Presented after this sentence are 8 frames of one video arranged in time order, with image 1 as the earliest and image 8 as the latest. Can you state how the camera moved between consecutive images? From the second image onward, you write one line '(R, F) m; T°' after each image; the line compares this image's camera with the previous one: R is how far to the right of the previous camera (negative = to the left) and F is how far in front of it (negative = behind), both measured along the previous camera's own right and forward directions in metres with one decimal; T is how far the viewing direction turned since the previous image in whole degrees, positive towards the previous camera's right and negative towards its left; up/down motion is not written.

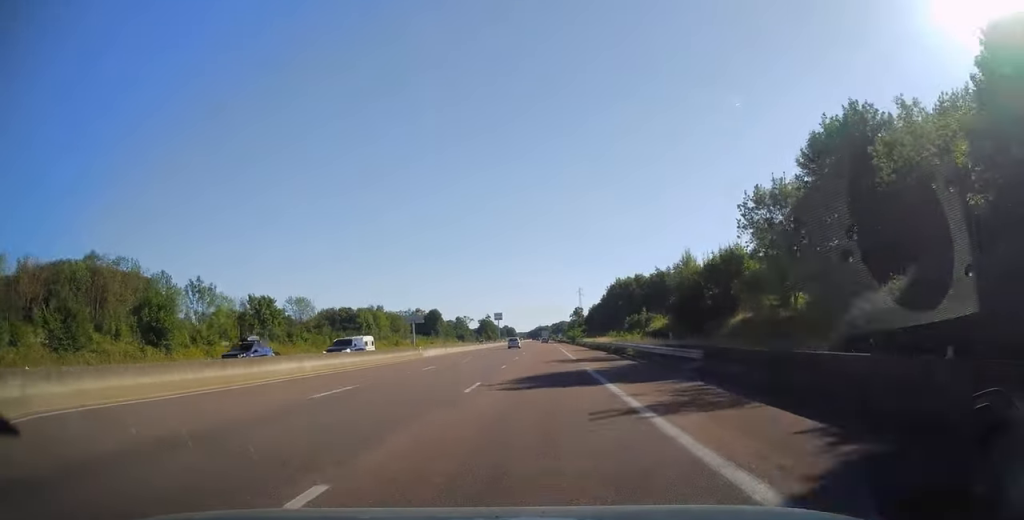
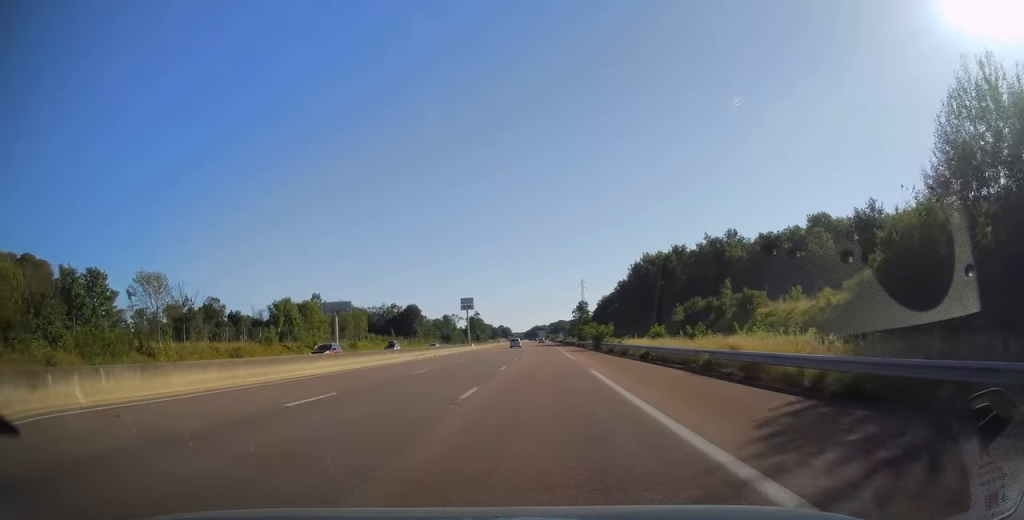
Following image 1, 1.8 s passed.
(+0.4, +53.3) m; 0°
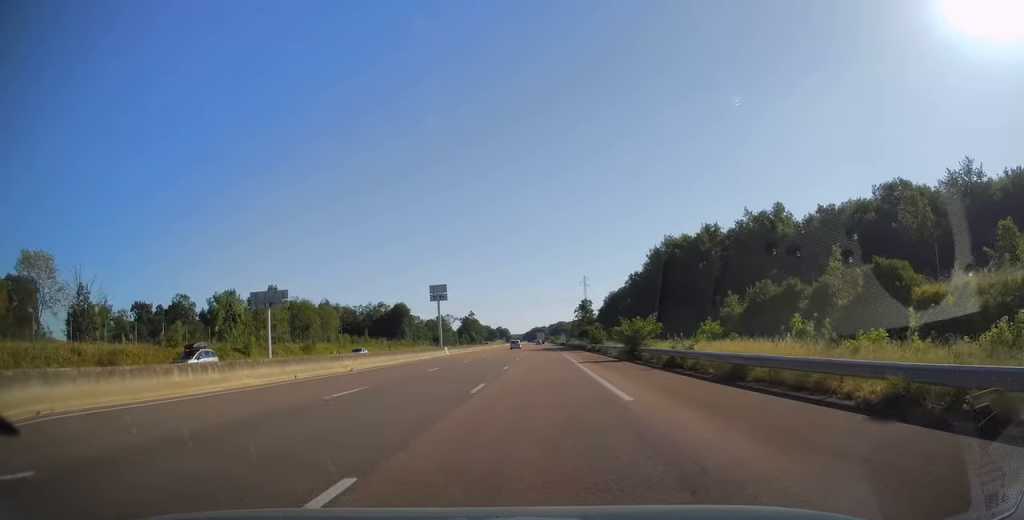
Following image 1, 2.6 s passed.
(0.0, +23.7) m; 0°
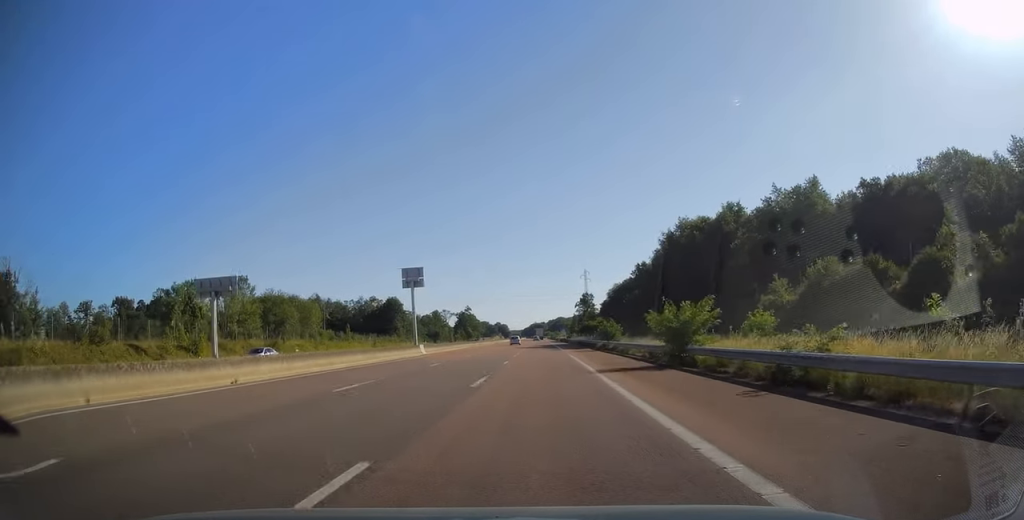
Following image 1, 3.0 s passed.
(0.0, +12.3) m; 0°
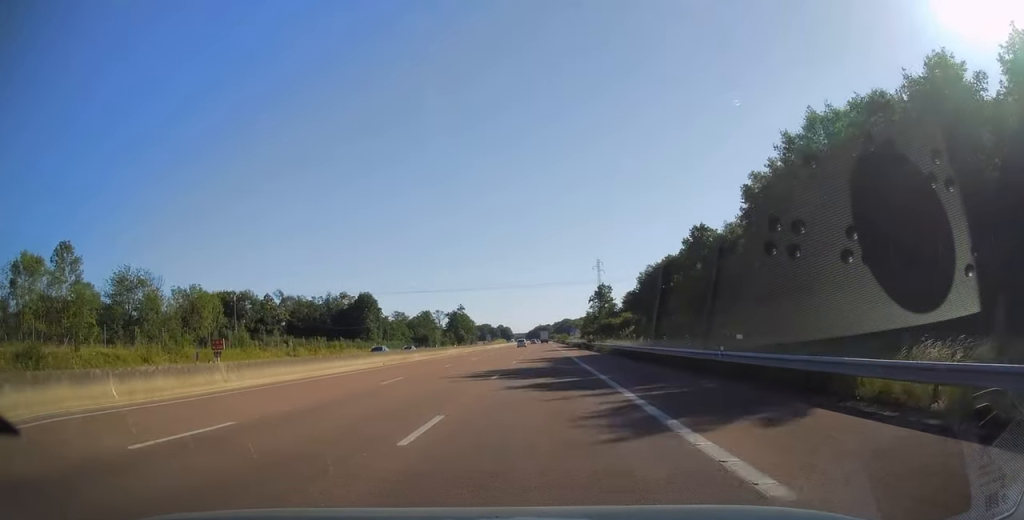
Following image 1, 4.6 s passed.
(-0.1, +47.3) m; 0°
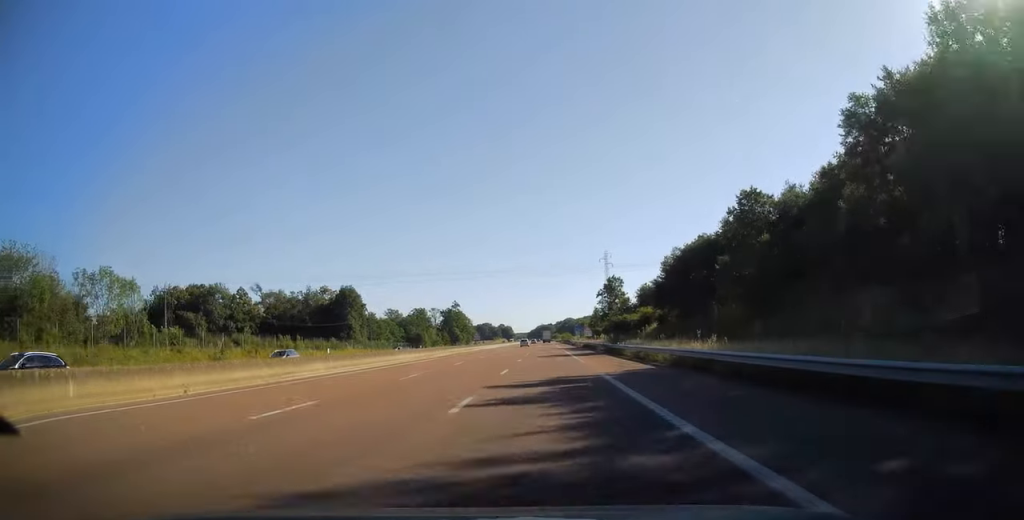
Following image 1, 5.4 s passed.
(+0.1, +22.2) m; 0°
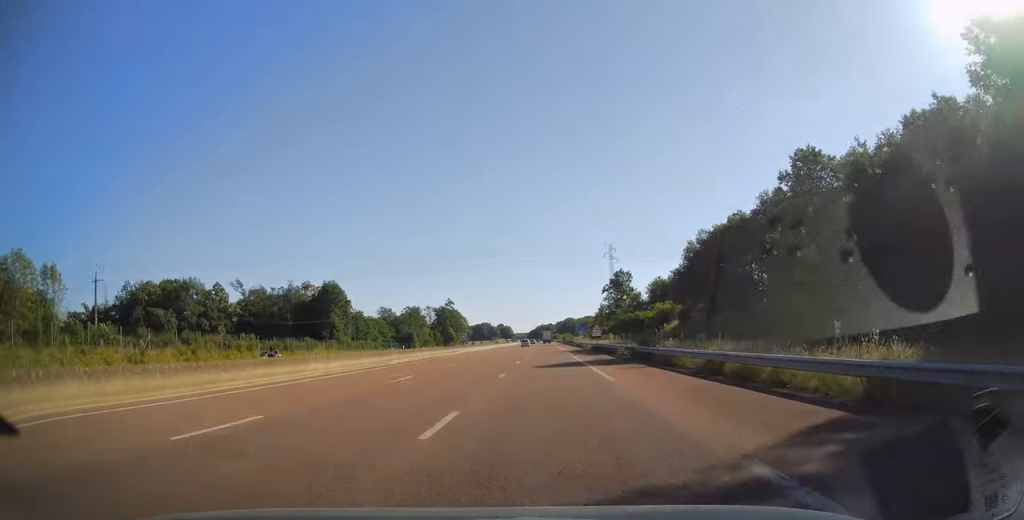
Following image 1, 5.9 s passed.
(0.0, +15.8) m; 0°
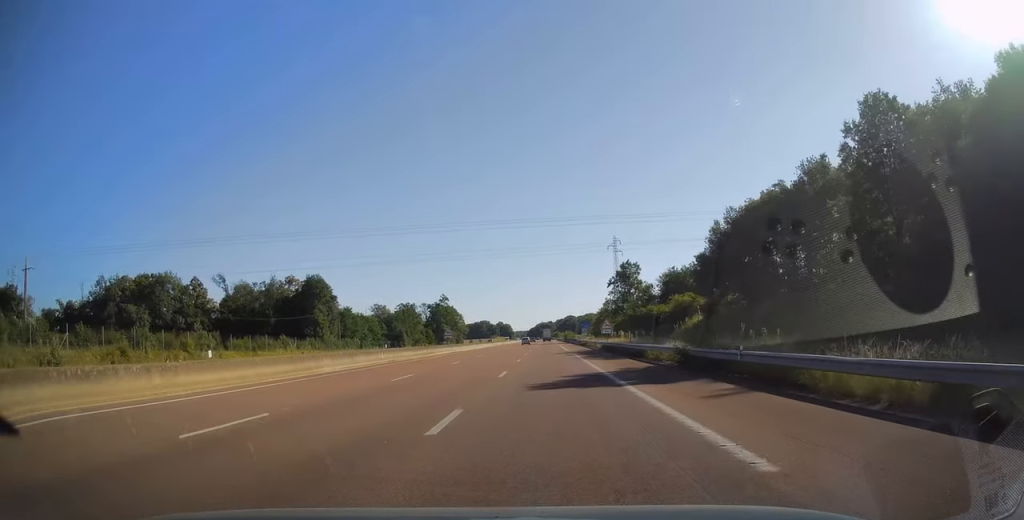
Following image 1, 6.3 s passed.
(0.0, +12.8) m; 0°
